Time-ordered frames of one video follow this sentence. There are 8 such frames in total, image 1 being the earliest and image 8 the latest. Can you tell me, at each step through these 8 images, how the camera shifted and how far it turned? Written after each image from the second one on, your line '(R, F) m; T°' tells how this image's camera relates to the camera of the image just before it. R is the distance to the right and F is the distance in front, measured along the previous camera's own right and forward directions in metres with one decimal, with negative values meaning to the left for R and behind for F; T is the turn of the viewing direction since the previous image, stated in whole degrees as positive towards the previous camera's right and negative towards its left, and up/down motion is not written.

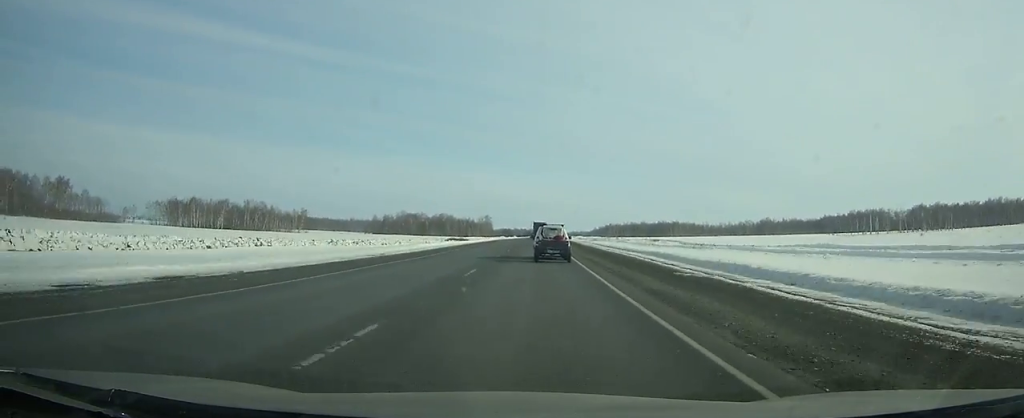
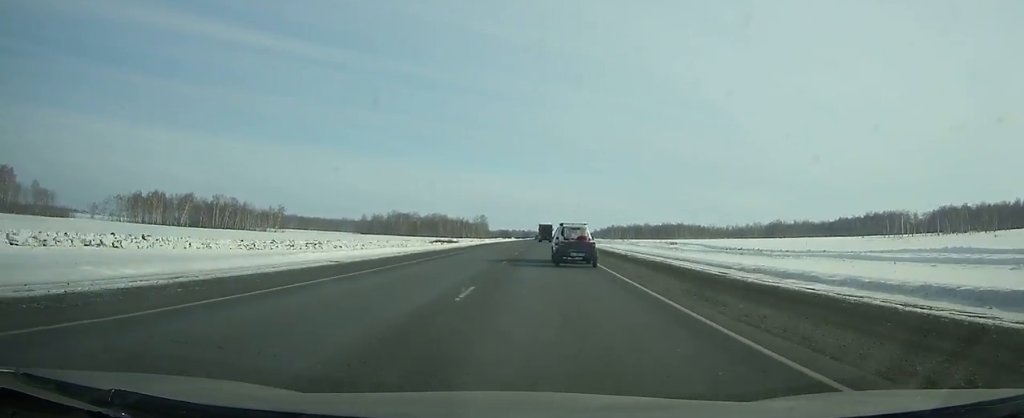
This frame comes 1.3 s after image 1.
(0.0, +31.8) m; 0°
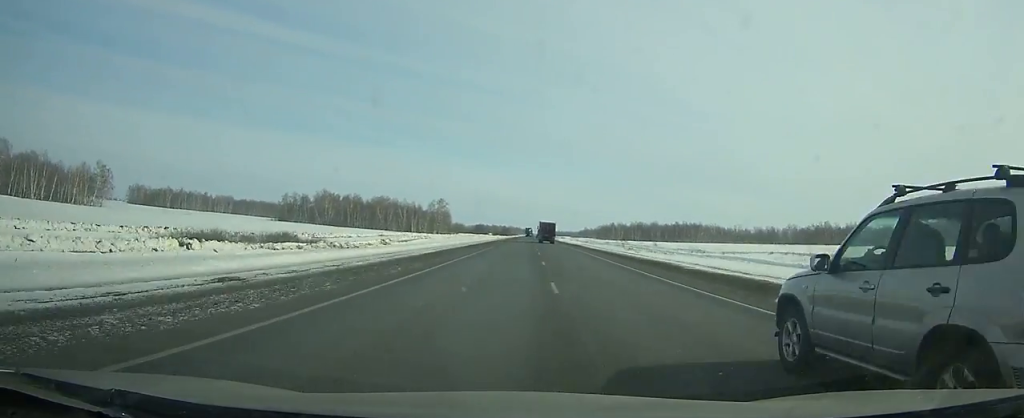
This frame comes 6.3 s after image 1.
(+1.3, +129.8) m; +2°
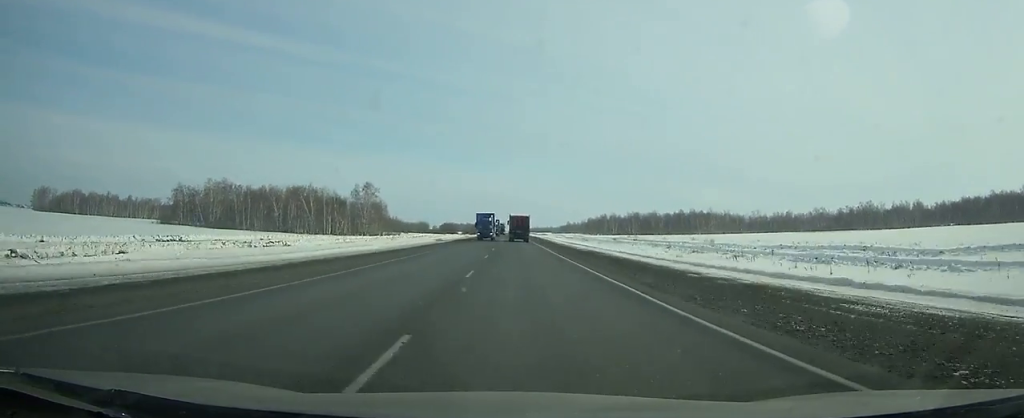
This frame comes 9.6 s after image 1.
(+1.7, +90.3) m; +1°
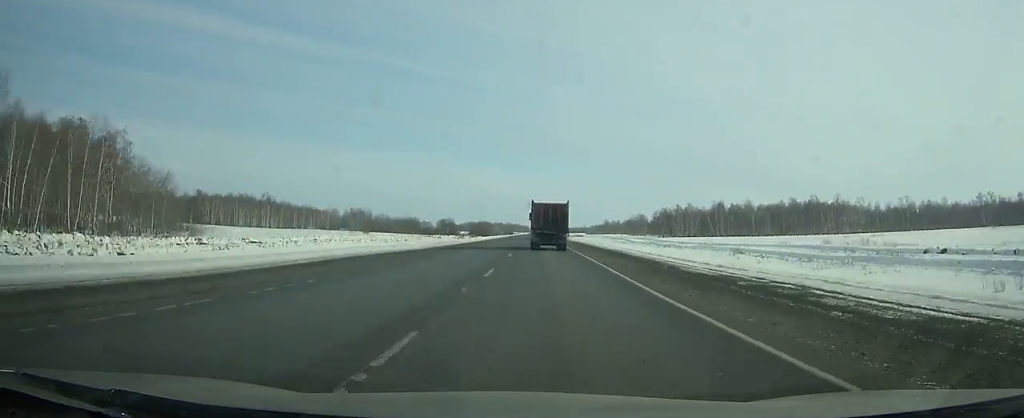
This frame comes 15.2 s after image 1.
(-2.0, +153.0) m; -1°
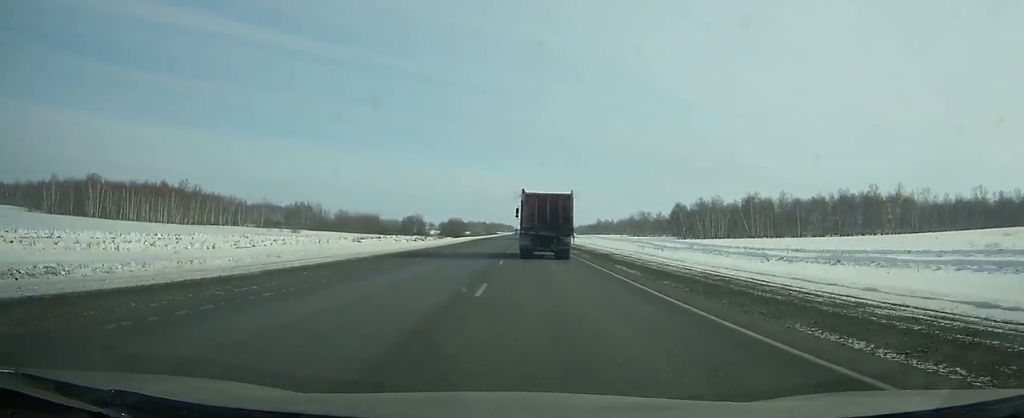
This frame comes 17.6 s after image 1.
(0.0, +62.5) m; 0°
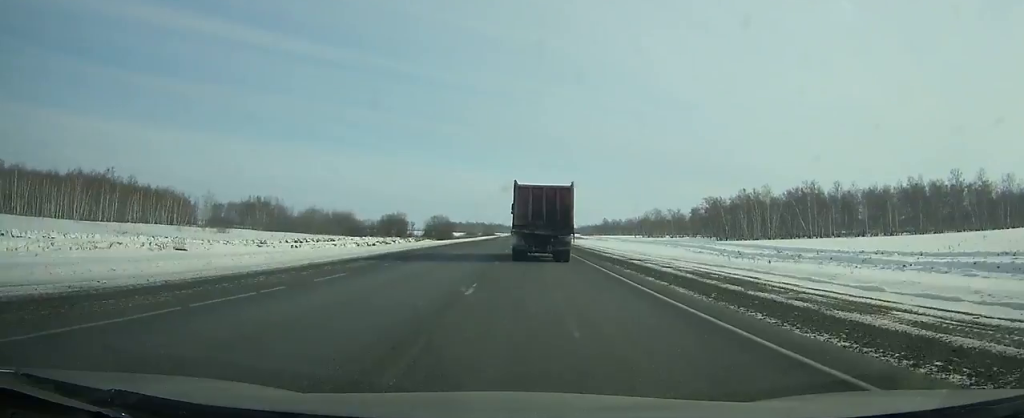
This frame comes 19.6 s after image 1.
(+0.1, +50.5) m; 0°
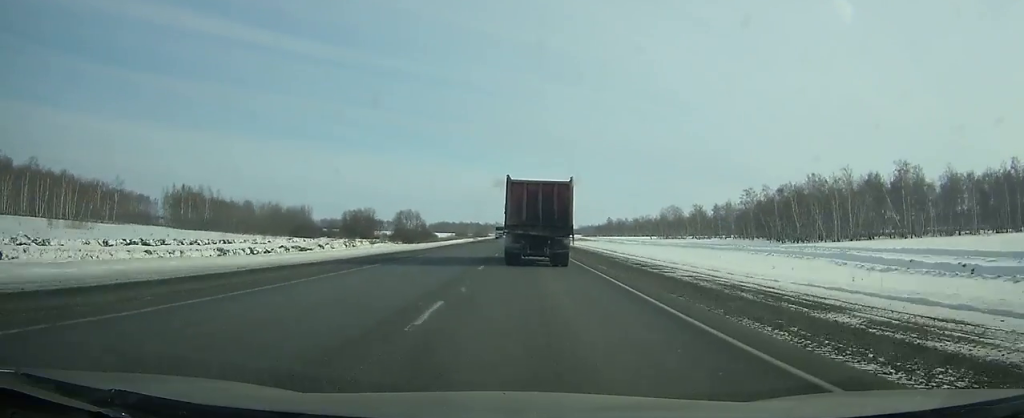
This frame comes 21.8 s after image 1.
(+0.1, +54.1) m; 0°
